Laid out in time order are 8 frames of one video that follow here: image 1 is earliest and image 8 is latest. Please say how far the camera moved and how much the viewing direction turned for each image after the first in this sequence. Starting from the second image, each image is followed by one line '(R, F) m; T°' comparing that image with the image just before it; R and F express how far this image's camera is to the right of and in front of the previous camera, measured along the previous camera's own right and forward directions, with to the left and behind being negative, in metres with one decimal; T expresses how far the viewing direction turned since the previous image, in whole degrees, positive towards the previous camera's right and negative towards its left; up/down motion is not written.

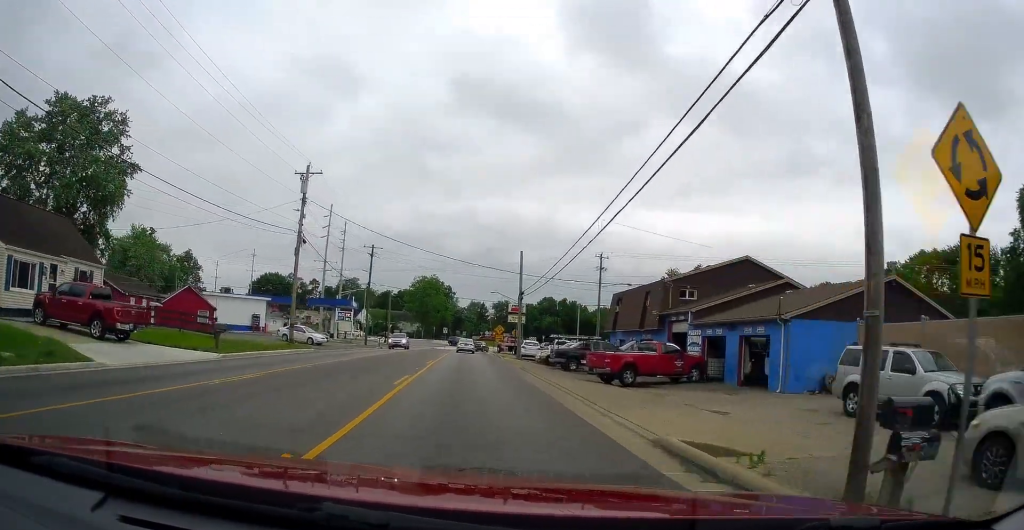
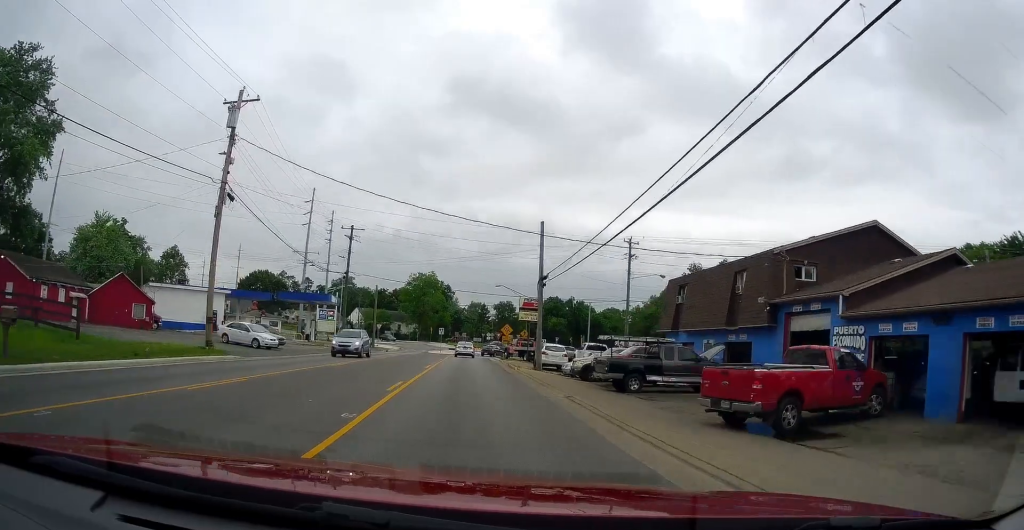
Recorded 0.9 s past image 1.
(+0.1, +12.9) m; 0°
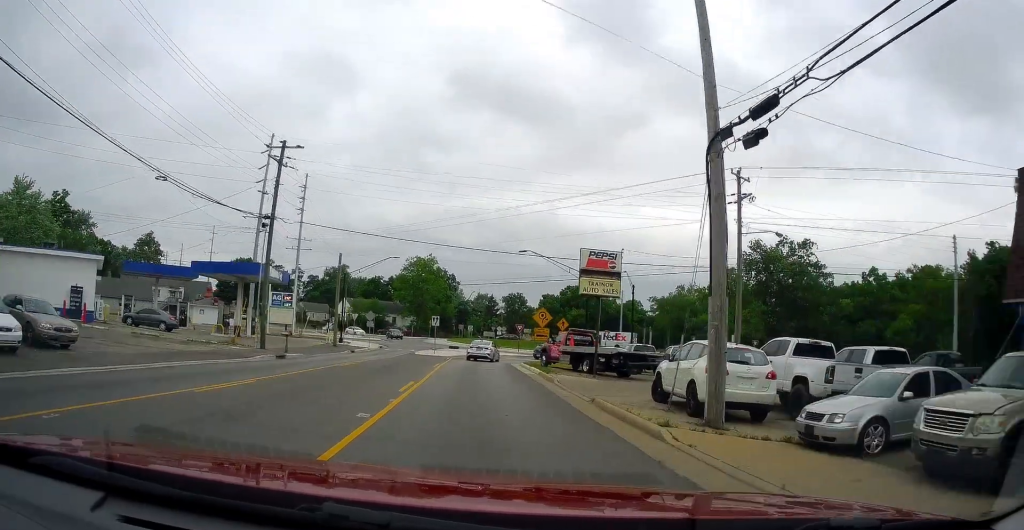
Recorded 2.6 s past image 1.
(-0.1, +23.5) m; 0°
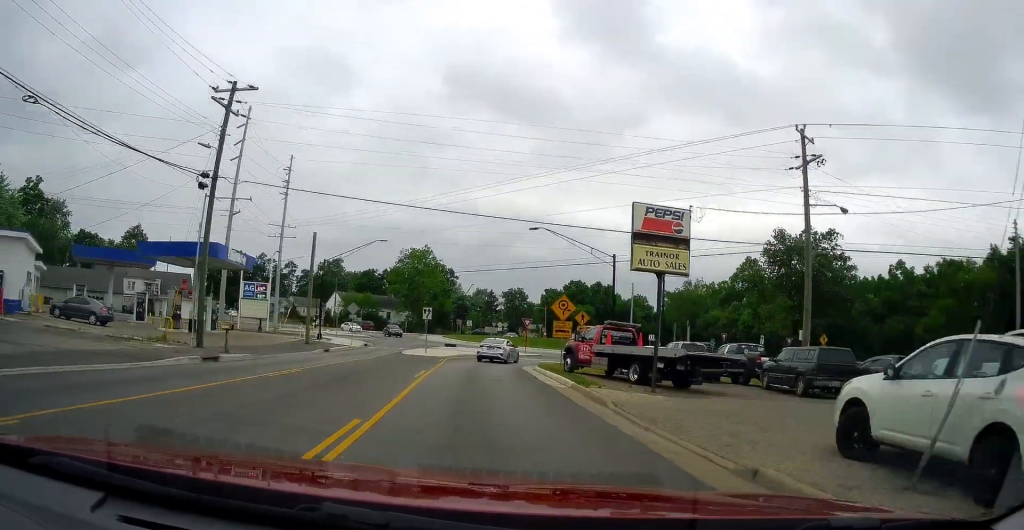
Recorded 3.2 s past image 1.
(+0.2, +7.8) m; 0°
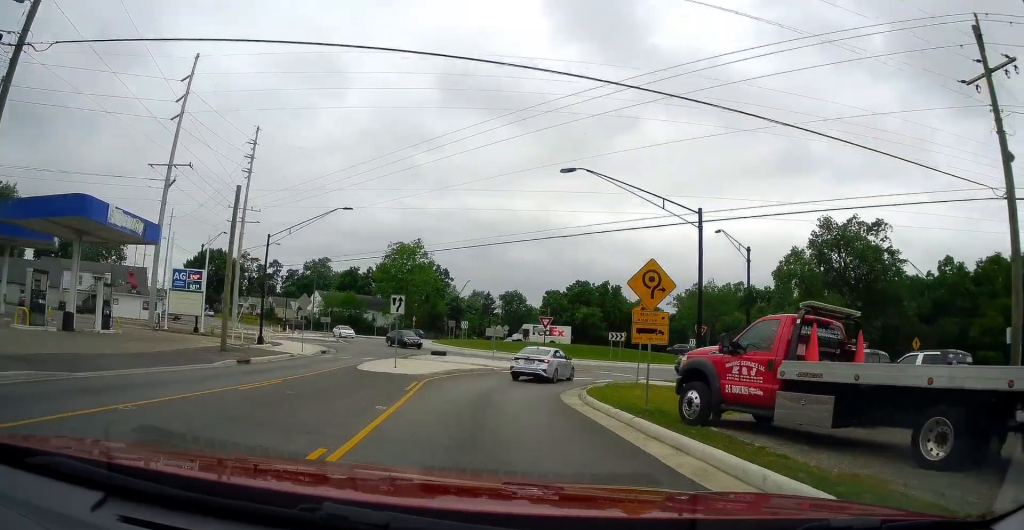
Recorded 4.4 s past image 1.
(-0.2, +13.5) m; +2°
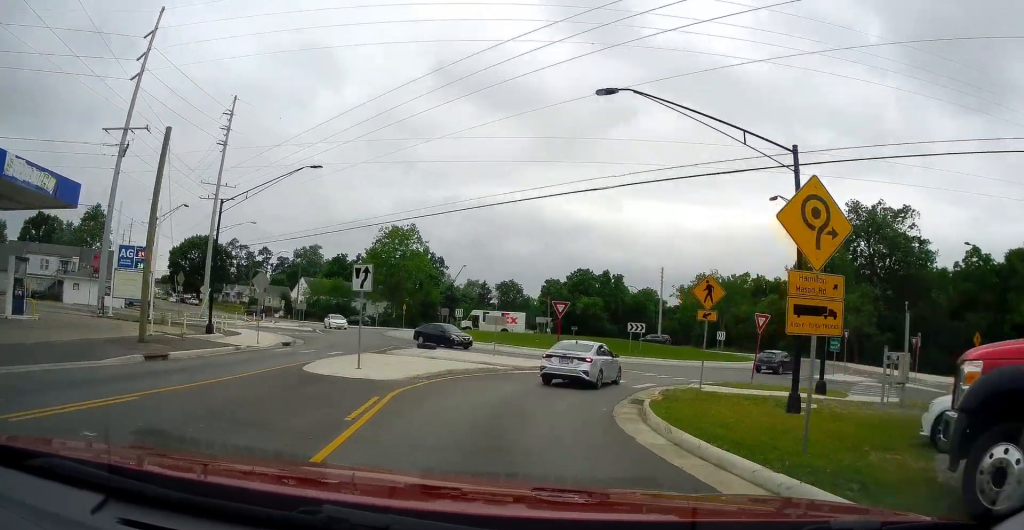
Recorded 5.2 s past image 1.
(+0.6, +6.9) m; +2°
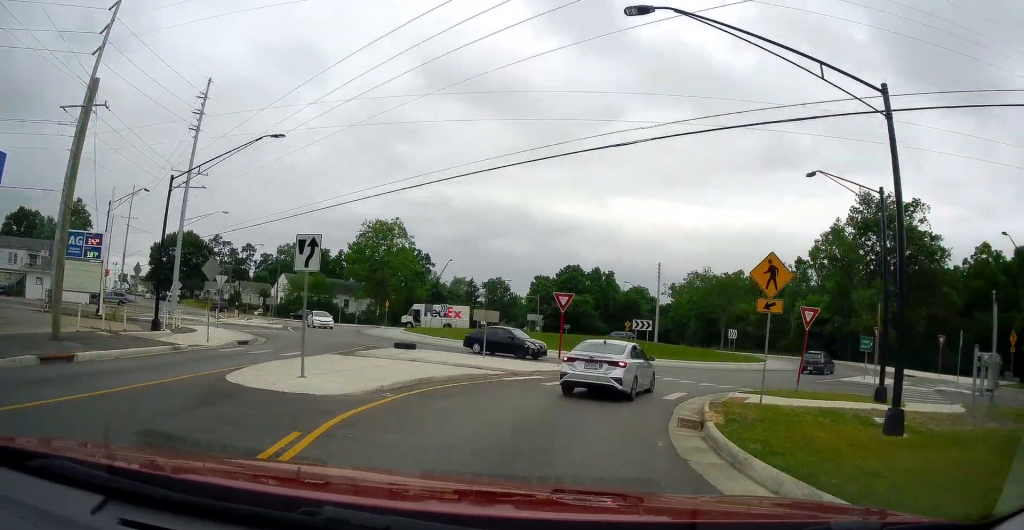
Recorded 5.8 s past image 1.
(-0.1, +4.2) m; +2°
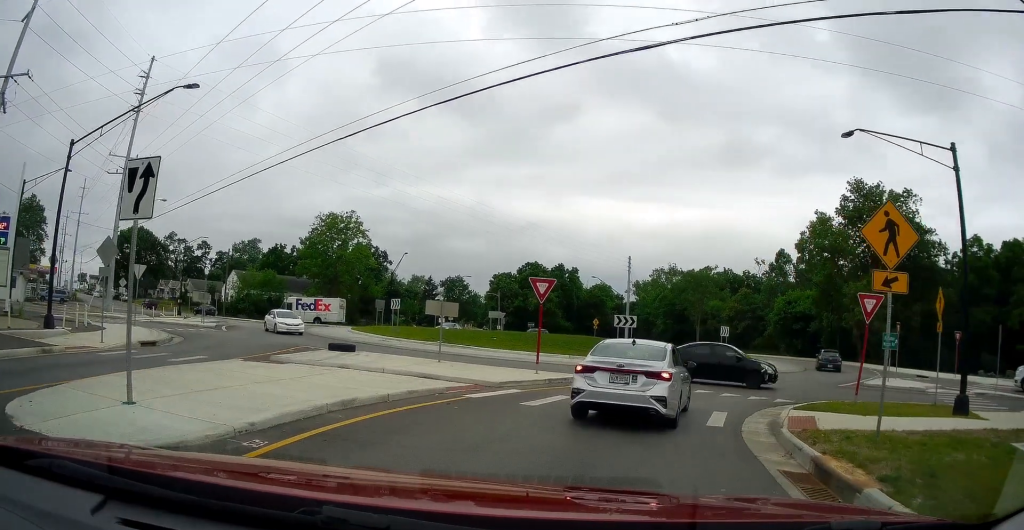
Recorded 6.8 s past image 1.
(+0.1, +5.6) m; +10°
